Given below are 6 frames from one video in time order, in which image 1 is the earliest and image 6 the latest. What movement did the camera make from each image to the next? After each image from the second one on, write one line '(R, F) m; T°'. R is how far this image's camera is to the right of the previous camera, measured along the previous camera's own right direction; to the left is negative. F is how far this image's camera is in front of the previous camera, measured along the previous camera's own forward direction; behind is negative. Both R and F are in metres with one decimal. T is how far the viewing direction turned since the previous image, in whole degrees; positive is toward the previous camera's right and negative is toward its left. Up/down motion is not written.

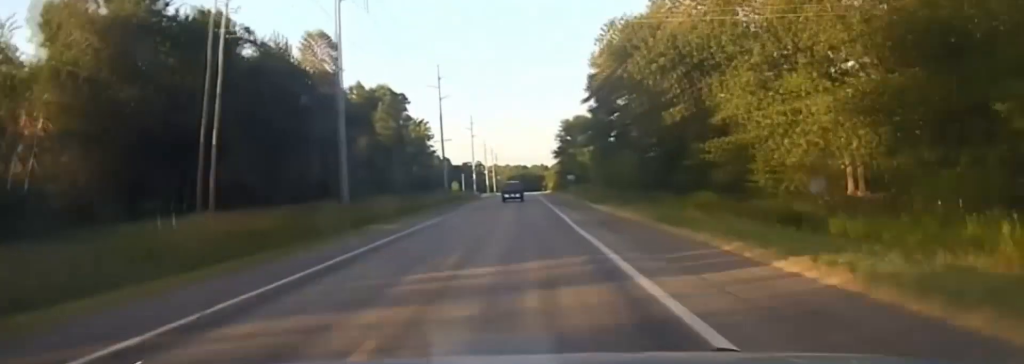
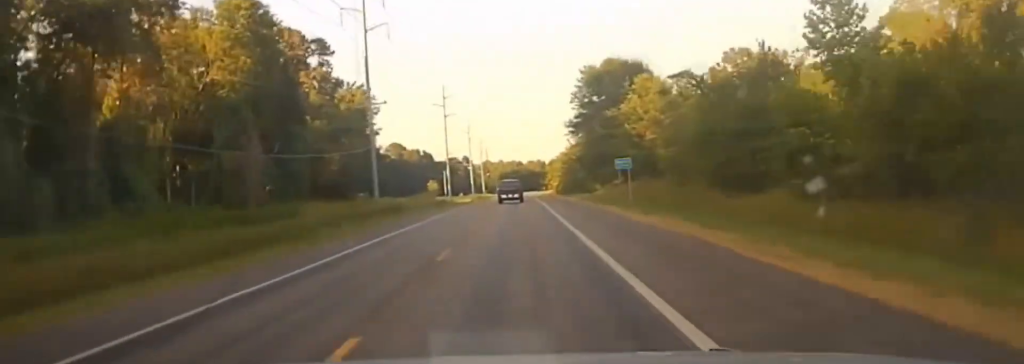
(-0.5, +75.4) m; -1°
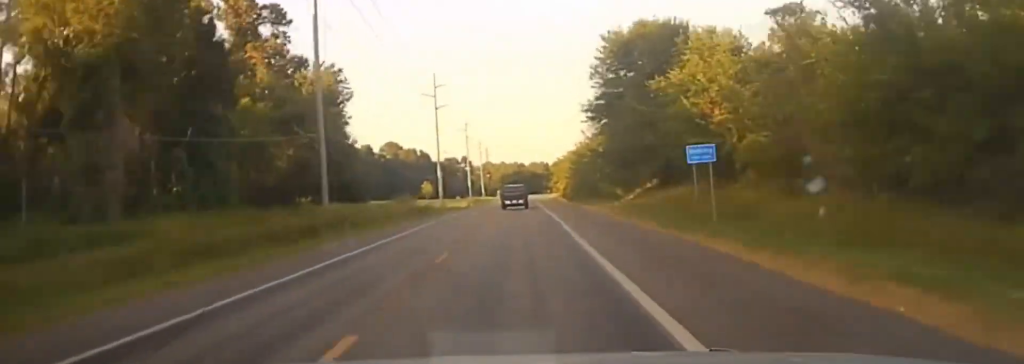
(0.0, +22.4) m; 0°
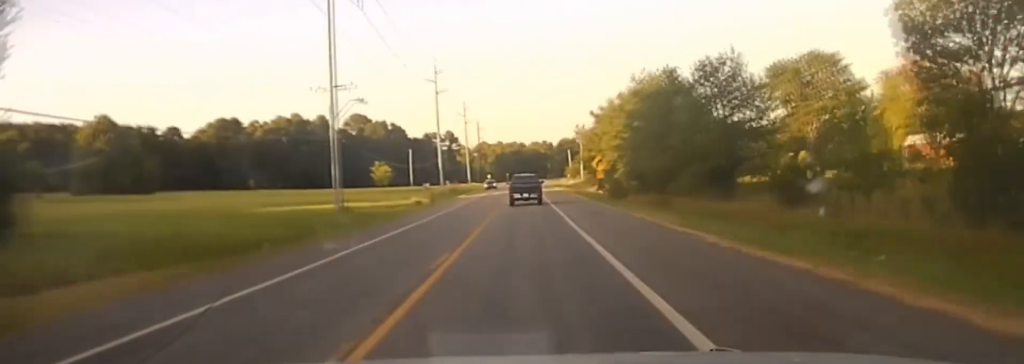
(+0.6, +86.2) m; 0°
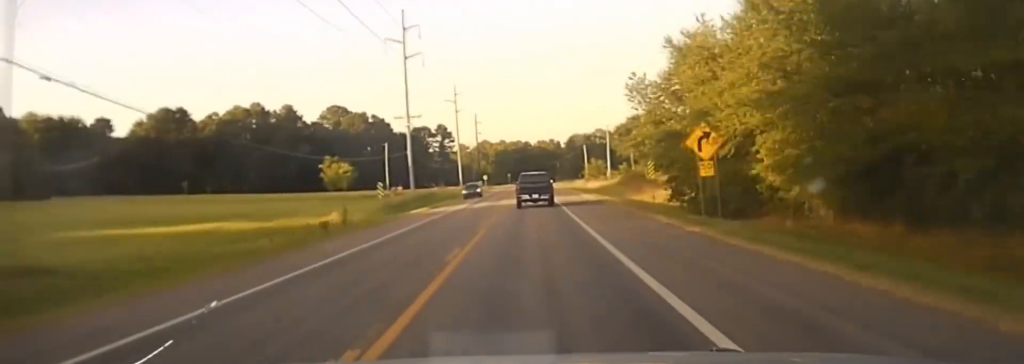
(-0.4, +49.9) m; -1°
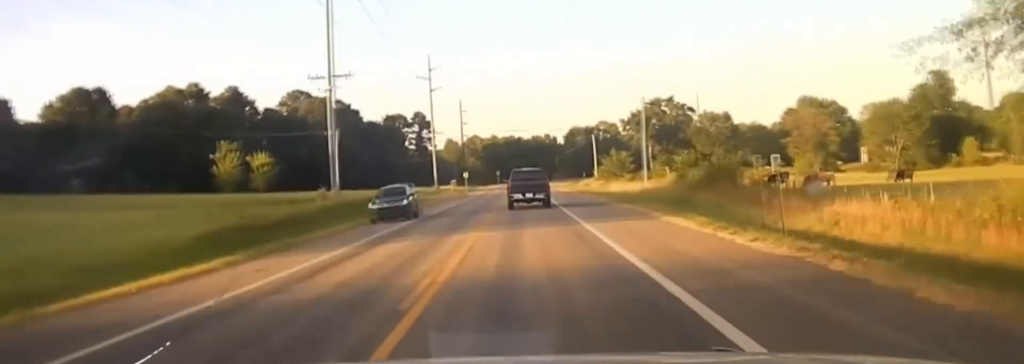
(-0.3, +42.8) m; 0°
